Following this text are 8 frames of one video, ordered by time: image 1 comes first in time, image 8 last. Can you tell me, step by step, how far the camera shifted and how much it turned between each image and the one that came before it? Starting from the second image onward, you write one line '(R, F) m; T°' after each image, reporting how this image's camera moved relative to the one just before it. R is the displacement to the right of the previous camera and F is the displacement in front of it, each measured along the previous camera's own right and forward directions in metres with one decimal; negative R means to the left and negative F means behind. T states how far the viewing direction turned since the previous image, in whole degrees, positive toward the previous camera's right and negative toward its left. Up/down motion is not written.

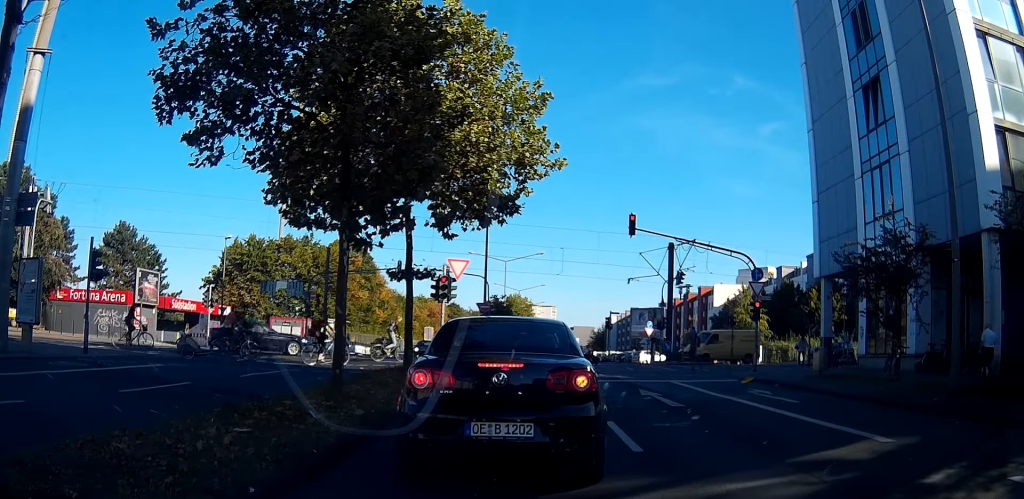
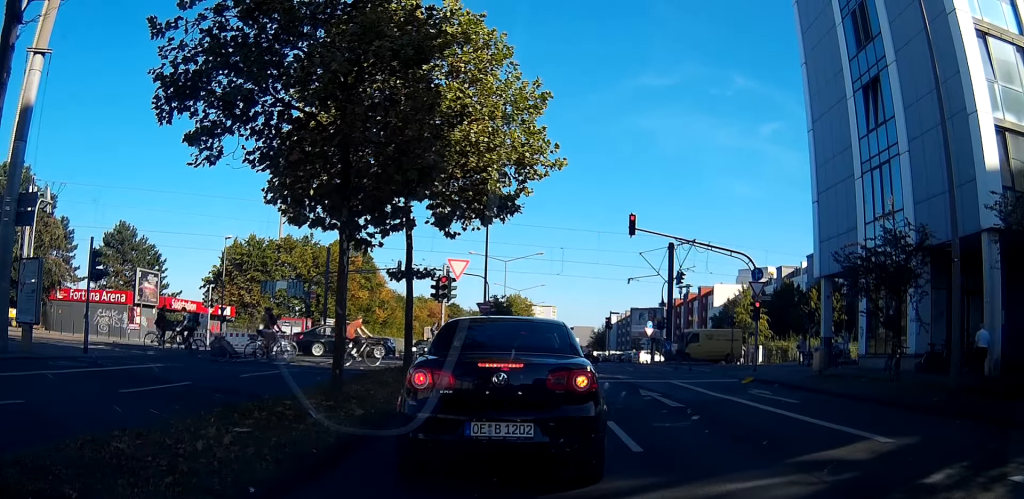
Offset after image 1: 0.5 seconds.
(0.0, 0.0) m; 0°
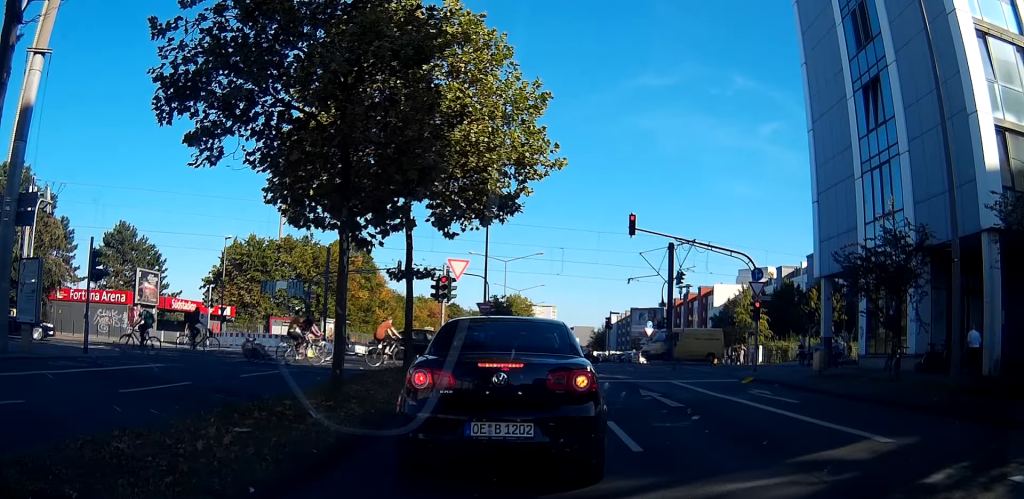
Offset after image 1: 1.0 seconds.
(0.0, 0.0) m; 0°
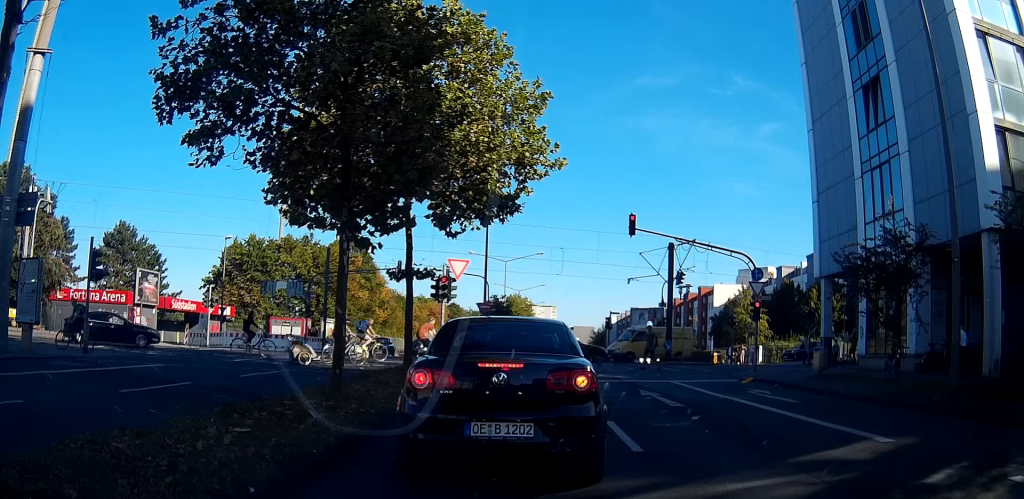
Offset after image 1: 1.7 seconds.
(0.0, +0.1) m; 0°
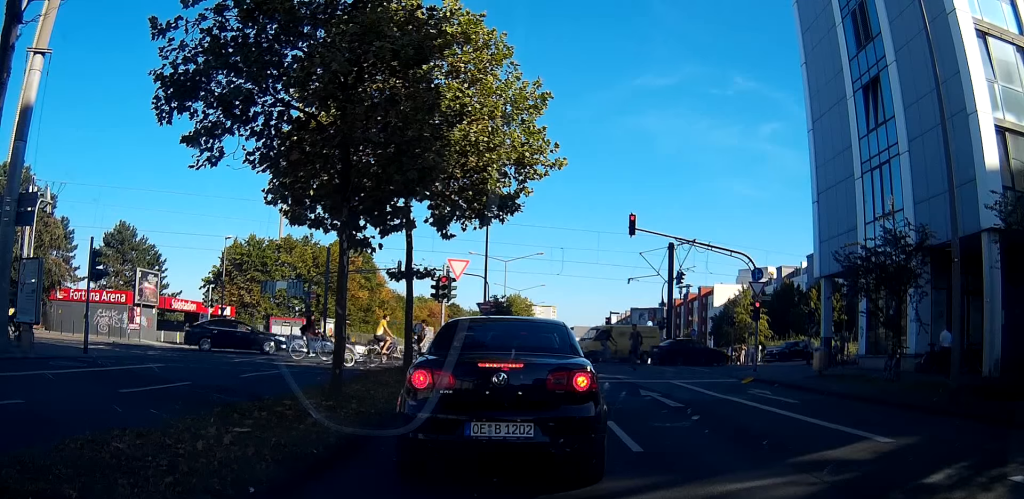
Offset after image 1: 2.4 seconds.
(+0.1, +0.2) m; 0°
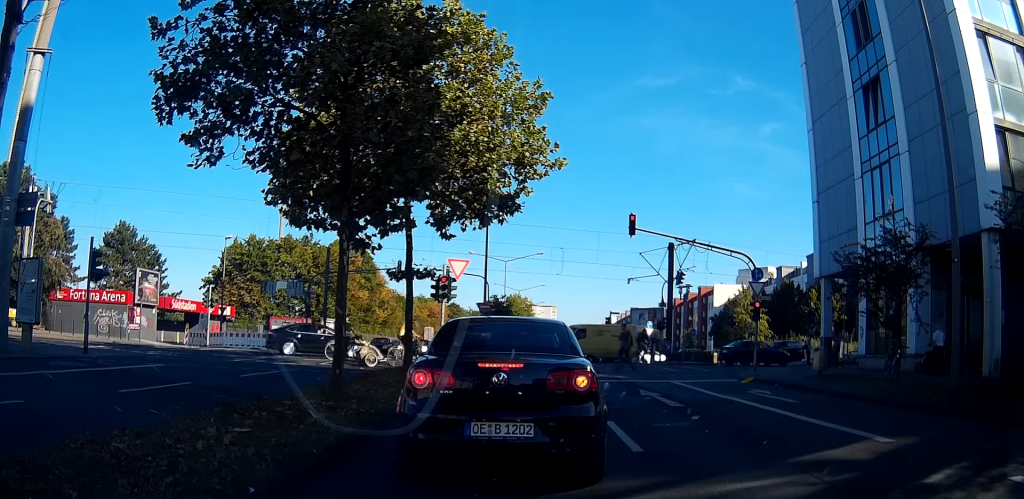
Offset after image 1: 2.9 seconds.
(+0.1, +0.1) m; 0°
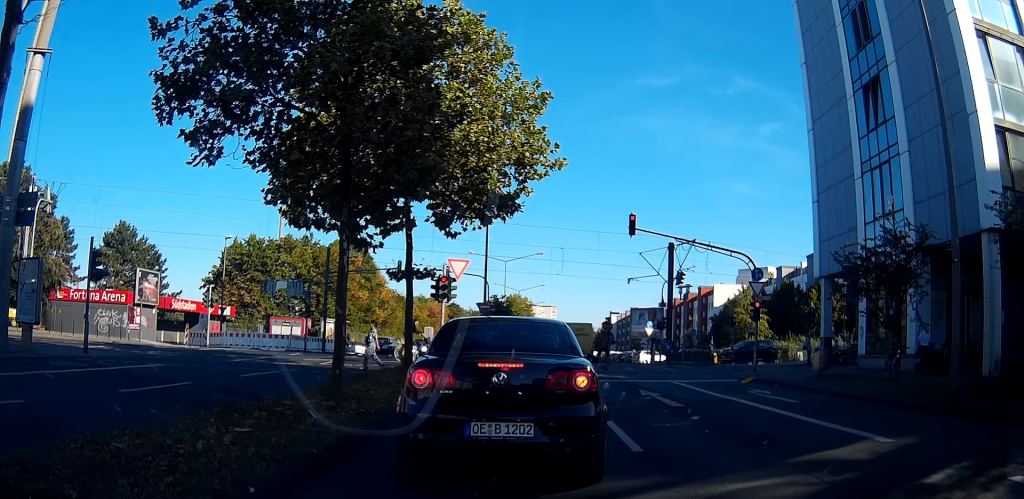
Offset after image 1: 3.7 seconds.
(+0.3, +0.2) m; 0°
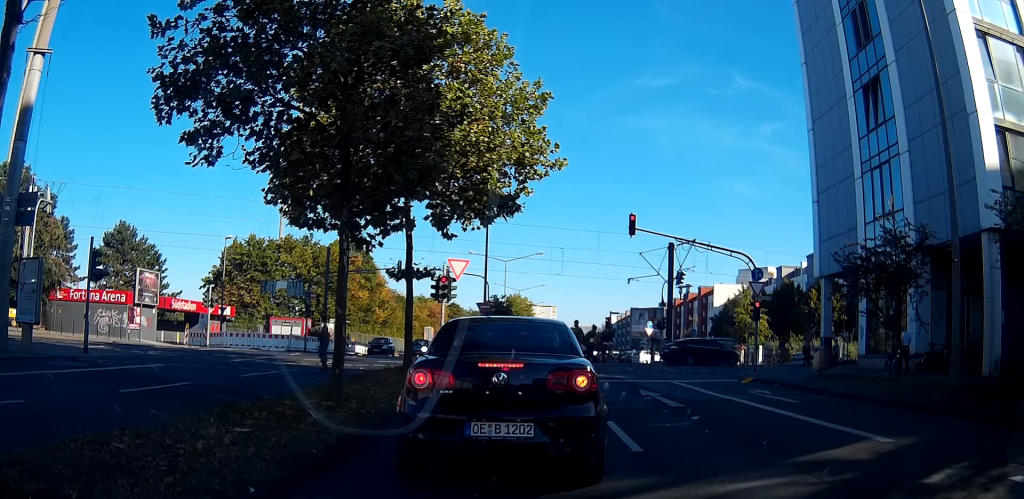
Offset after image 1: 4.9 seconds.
(0.0, +0.1) m; 0°
